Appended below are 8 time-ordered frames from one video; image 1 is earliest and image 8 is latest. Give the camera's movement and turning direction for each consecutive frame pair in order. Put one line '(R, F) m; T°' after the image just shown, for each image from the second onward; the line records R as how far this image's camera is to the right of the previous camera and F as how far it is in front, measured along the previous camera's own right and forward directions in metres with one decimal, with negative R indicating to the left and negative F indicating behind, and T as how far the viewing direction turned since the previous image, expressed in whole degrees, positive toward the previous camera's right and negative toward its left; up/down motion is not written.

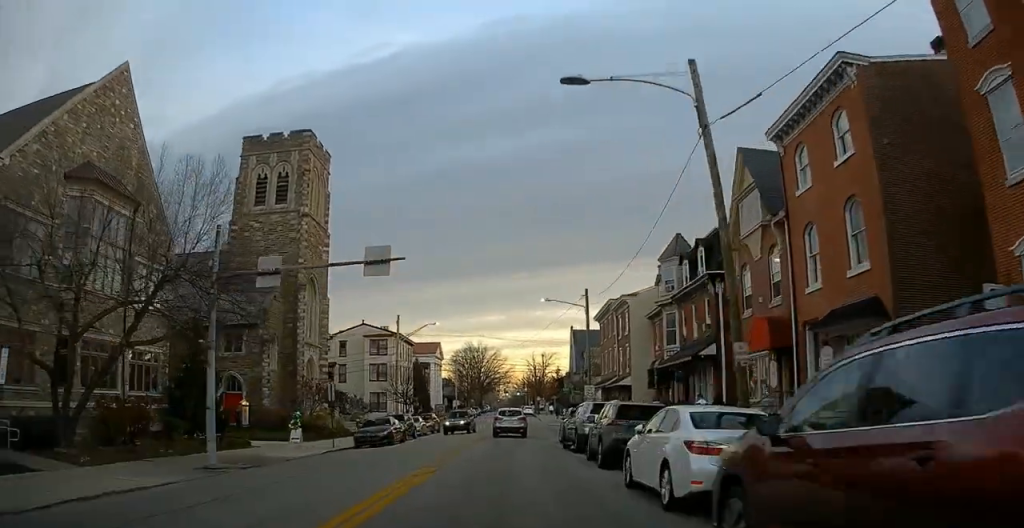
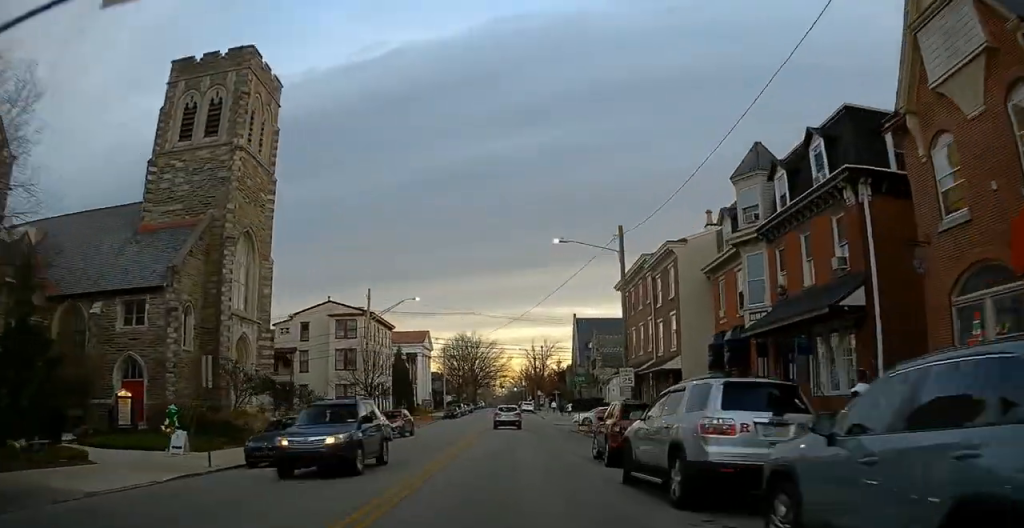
(+0.3, +12.4) m; +1°
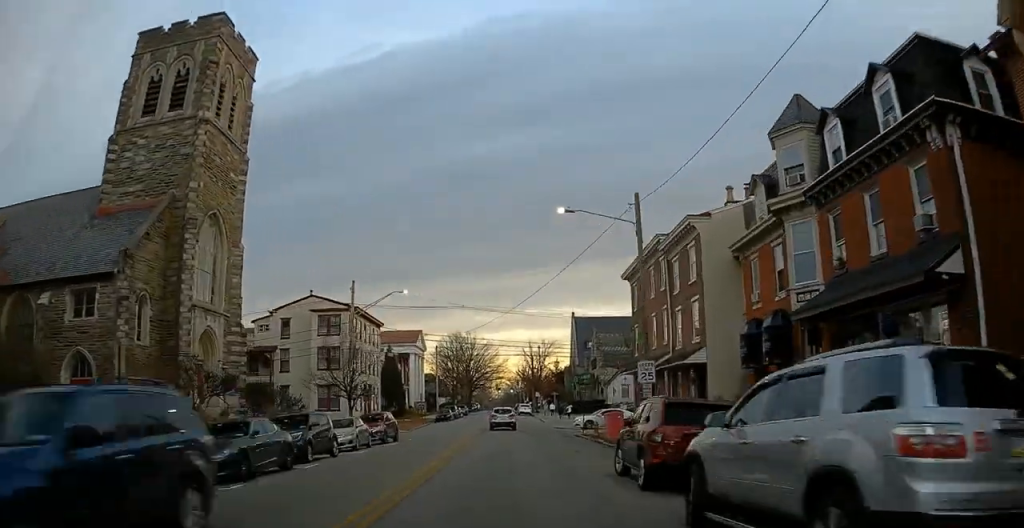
(0.0, +4.2) m; 0°
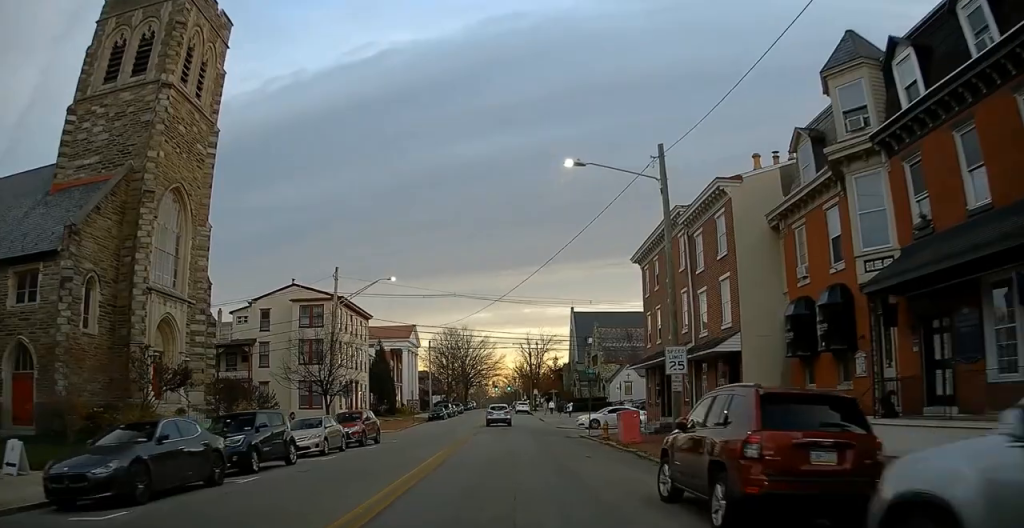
(-0.1, +4.3) m; 0°
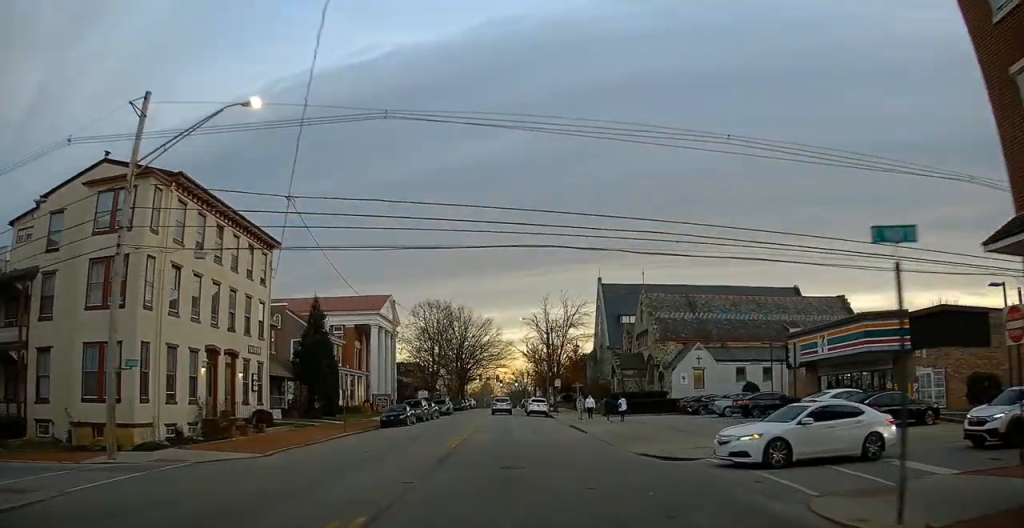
(-0.1, +28.1) m; -1°
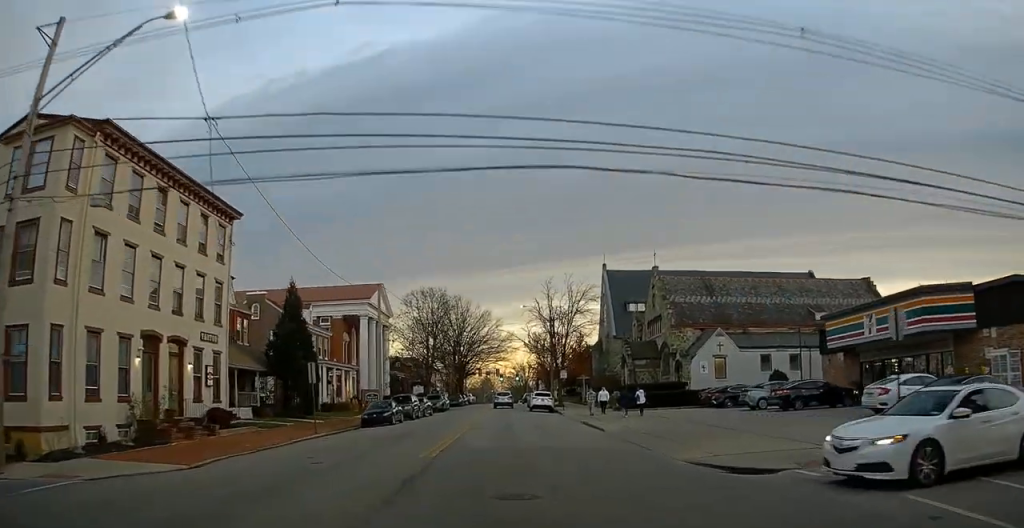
(-0.1, +5.5) m; 0°
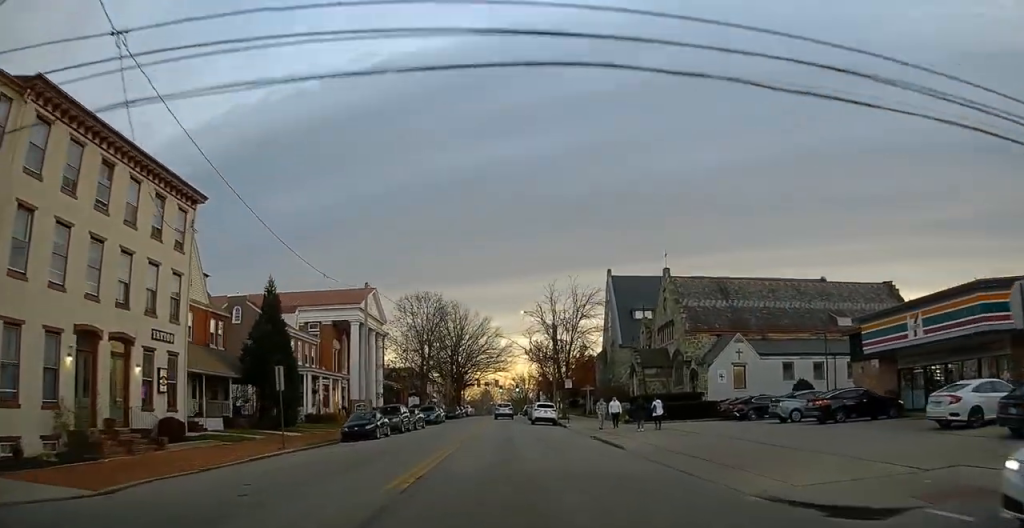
(+0.1, +4.2) m; -1°
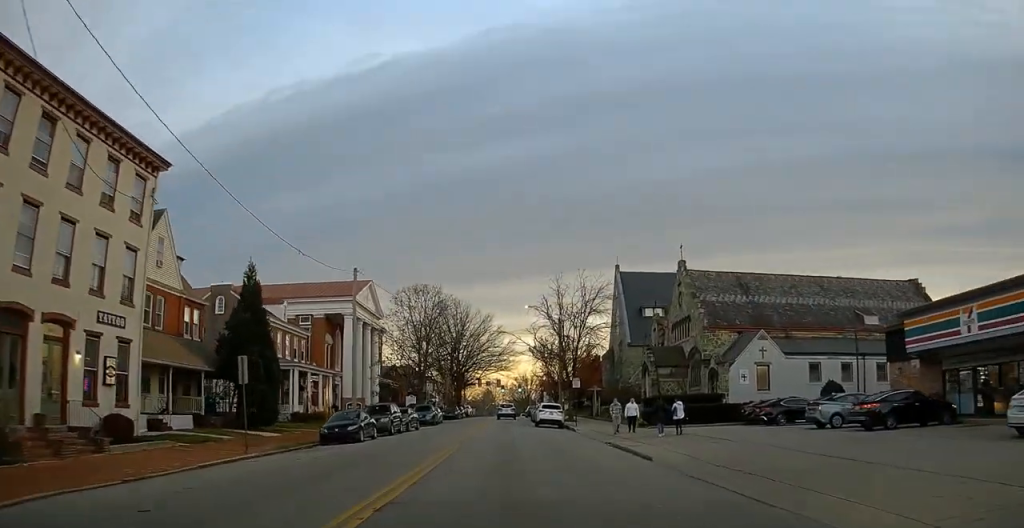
(+0.1, +3.9) m; -1°
